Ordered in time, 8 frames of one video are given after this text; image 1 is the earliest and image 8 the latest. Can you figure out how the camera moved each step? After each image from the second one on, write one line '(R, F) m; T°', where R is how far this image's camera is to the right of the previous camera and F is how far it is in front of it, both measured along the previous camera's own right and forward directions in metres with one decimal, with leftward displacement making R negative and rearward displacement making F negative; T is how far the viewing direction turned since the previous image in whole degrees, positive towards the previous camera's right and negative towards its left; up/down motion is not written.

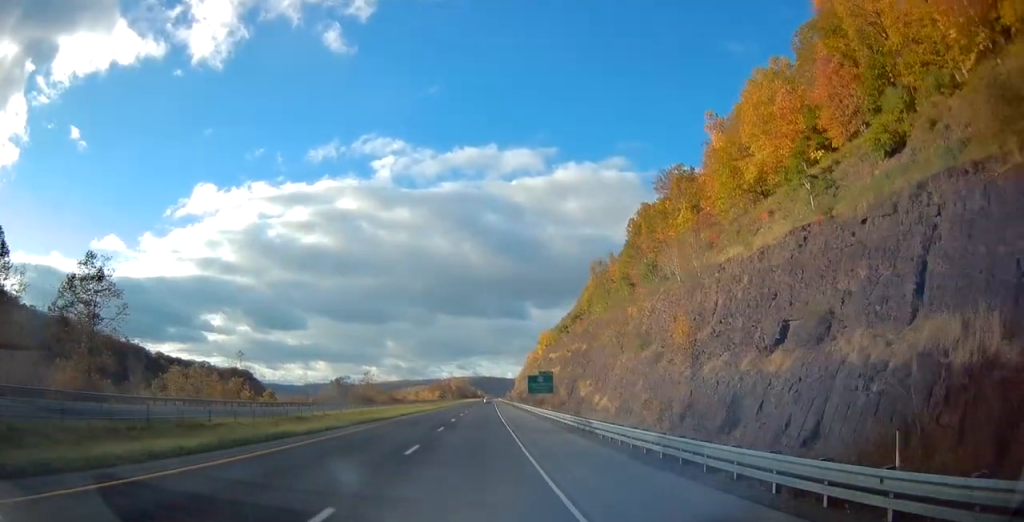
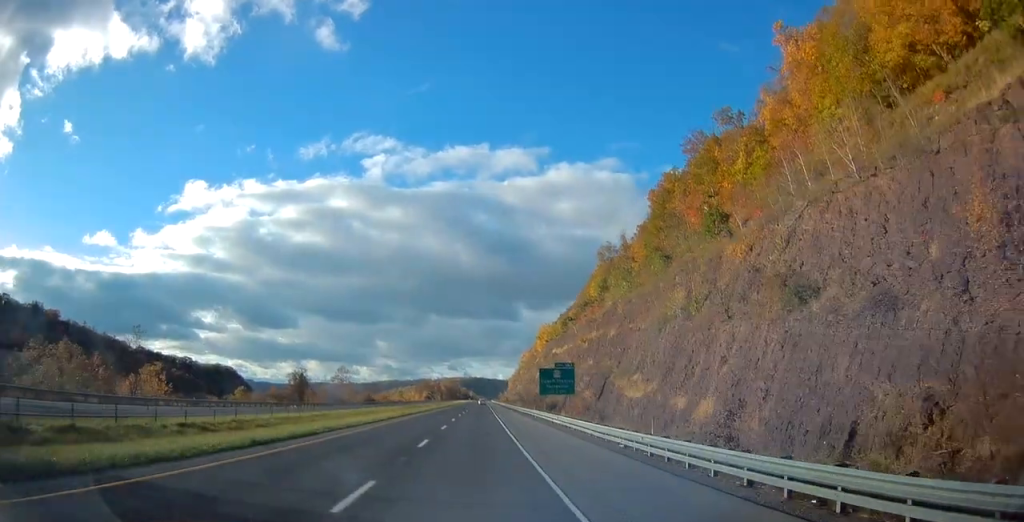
(+0.4, +33.0) m; +1°
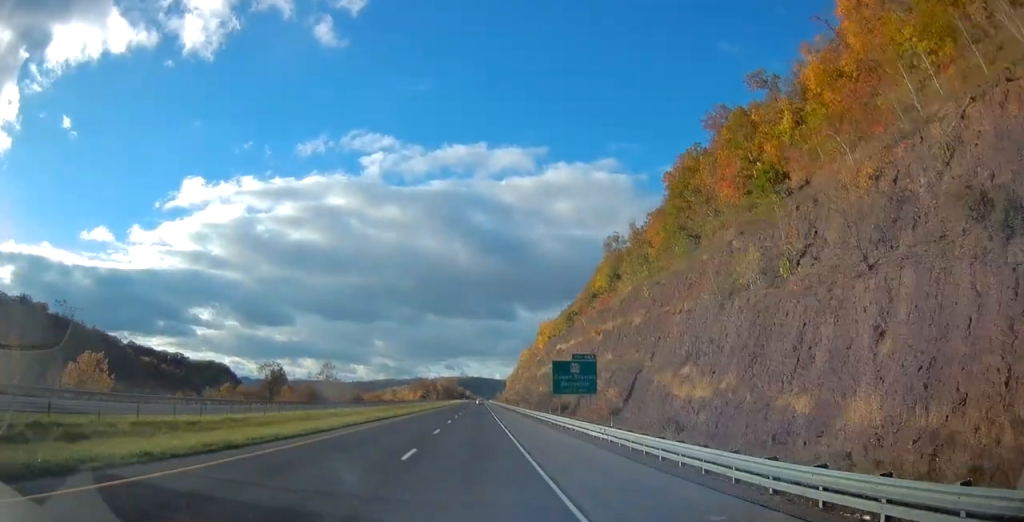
(+0.1, +16.5) m; 0°
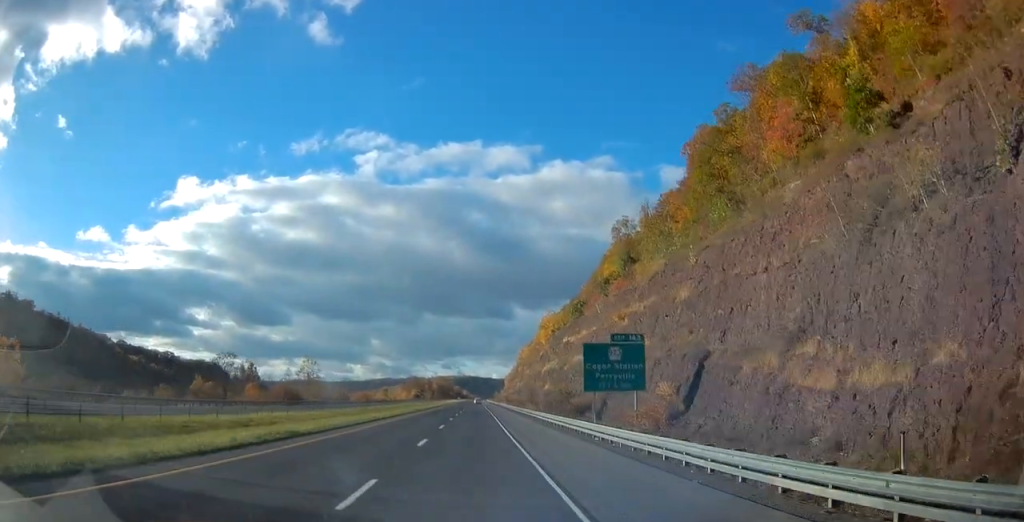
(+0.1, +19.4) m; 0°
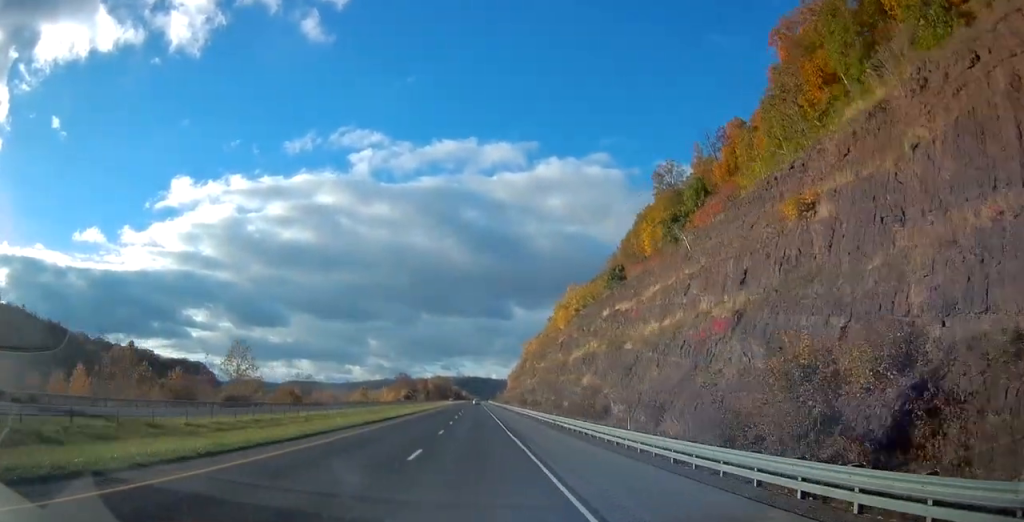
(-0.1, +52.3) m; 0°
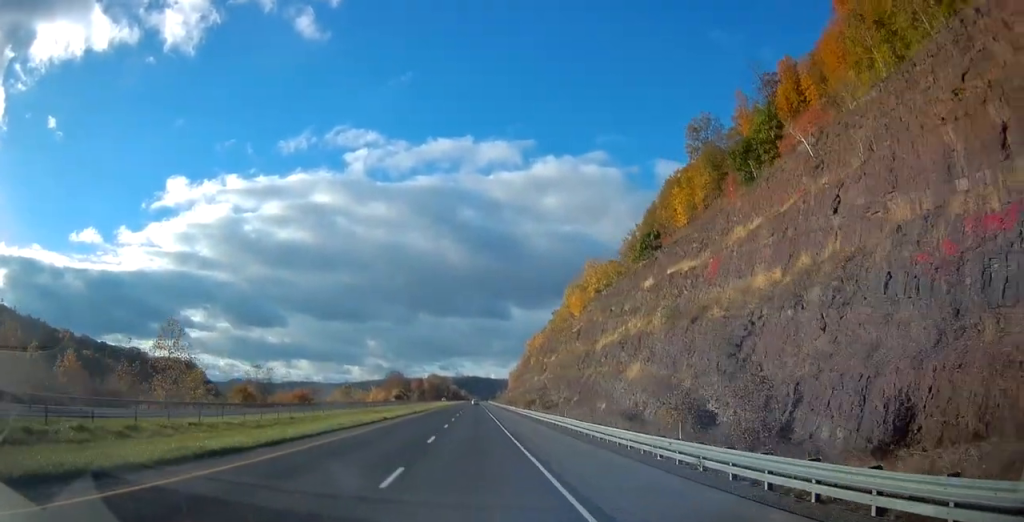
(-0.1, +29.0) m; 0°
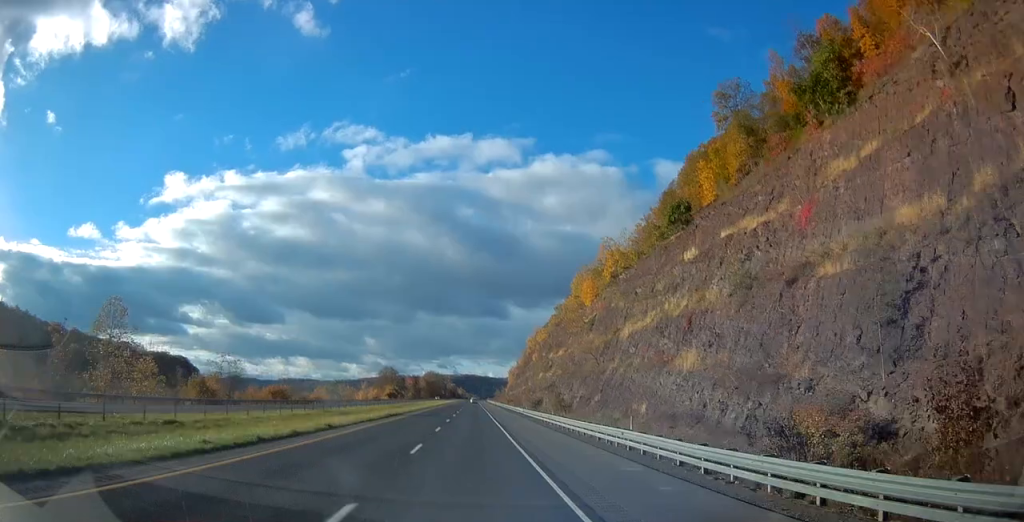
(+0.1, +17.4) m; 0°
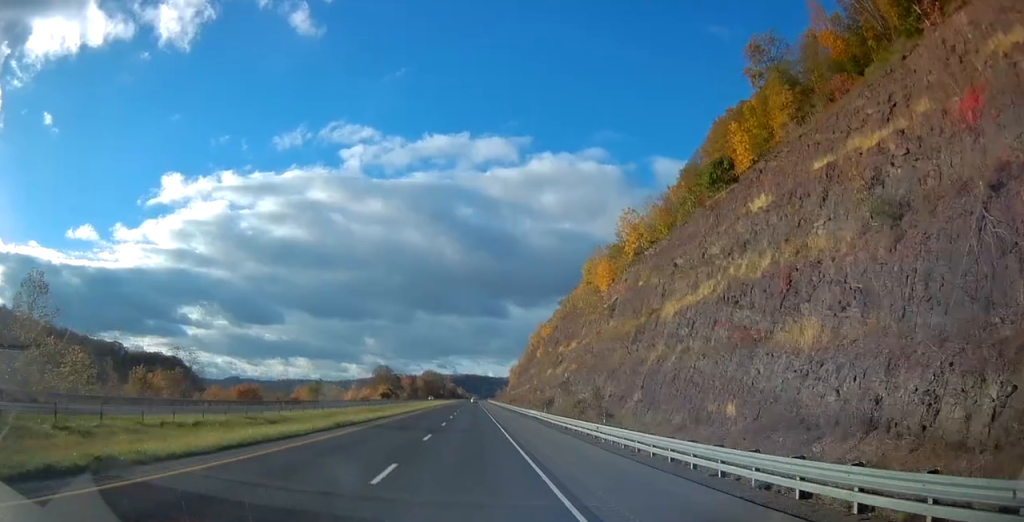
(+0.3, +18.3) m; 0°
